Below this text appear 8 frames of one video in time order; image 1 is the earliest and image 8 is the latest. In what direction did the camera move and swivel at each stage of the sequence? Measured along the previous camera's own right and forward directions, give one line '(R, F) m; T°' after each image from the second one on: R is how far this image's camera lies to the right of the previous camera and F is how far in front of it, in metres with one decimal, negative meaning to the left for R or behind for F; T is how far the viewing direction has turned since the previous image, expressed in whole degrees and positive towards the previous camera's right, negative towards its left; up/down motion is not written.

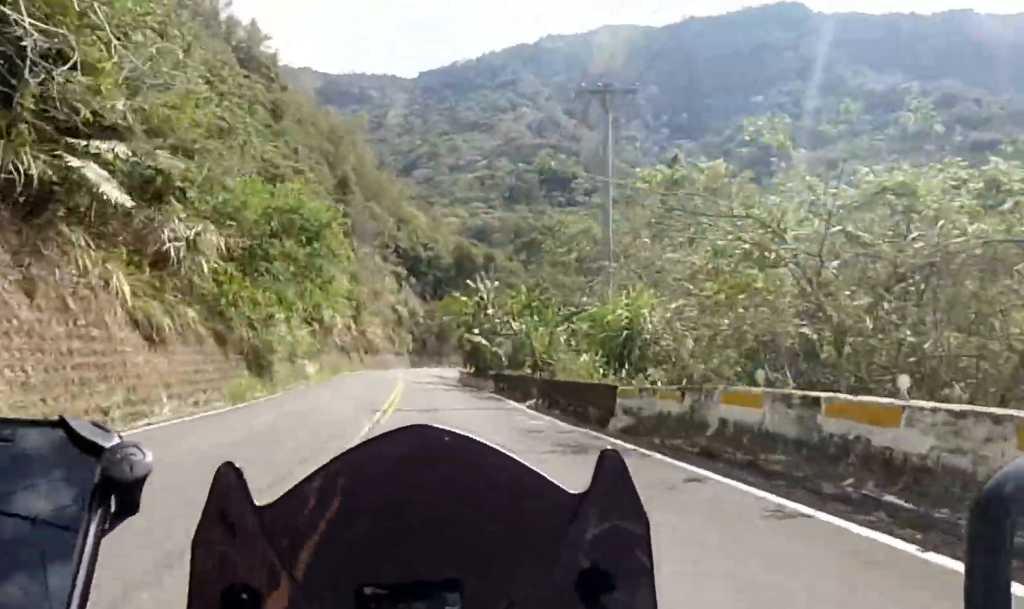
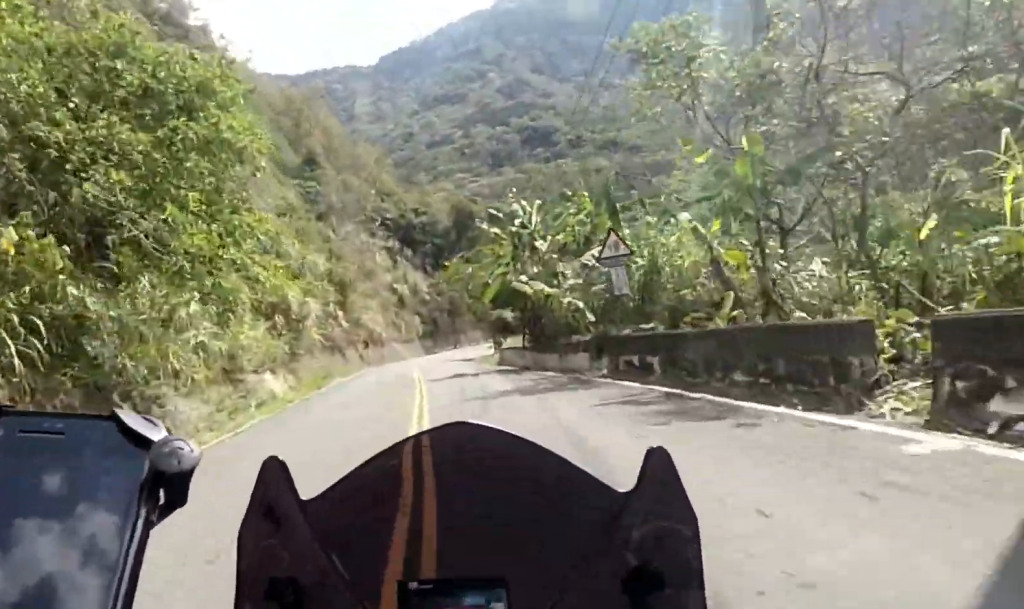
(-0.7, +13.4) m; -6°
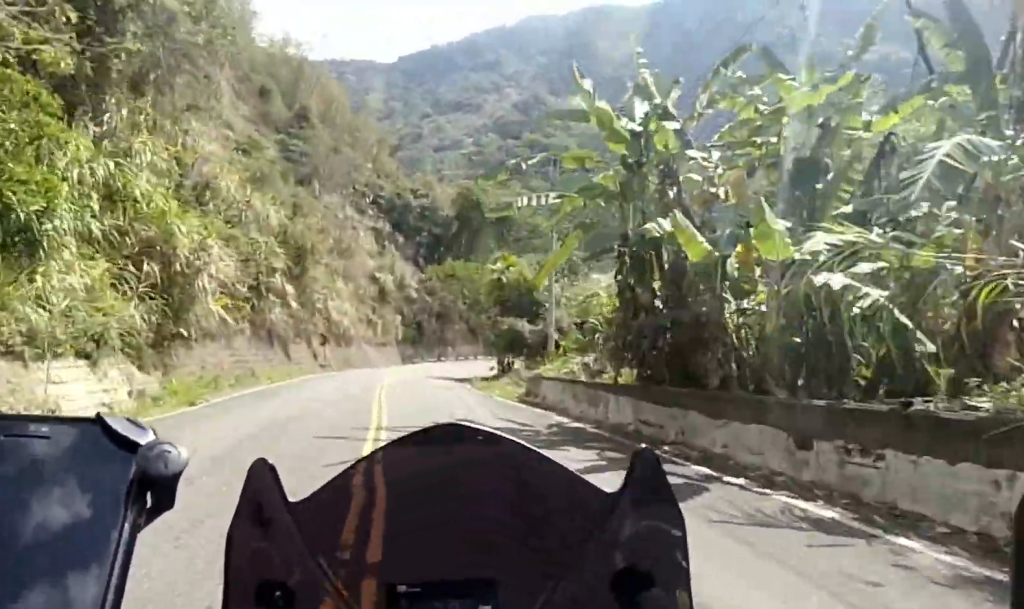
(-1.0, +12.8) m; -5°
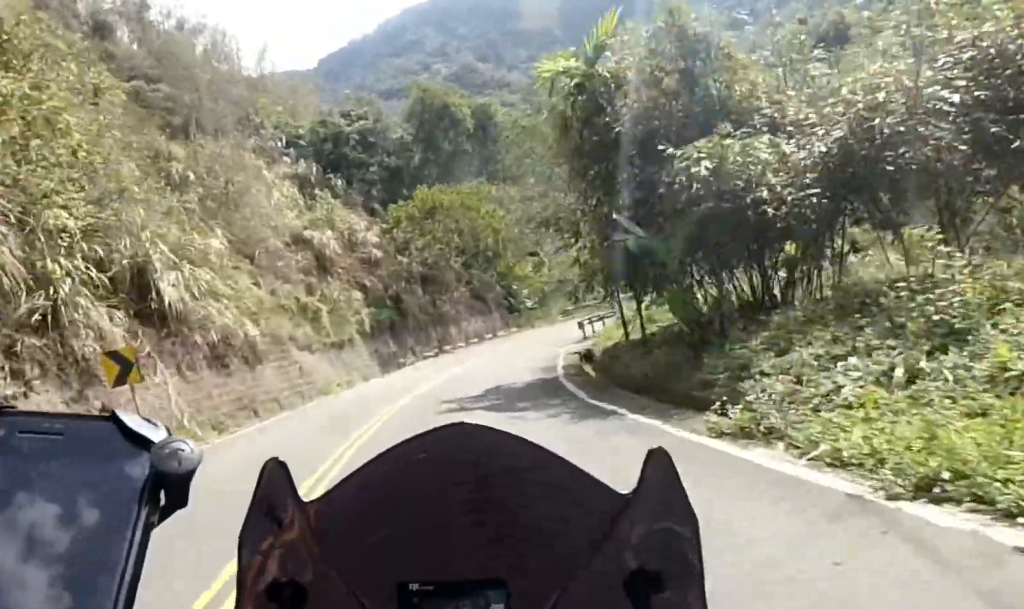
(-0.2, +23.2) m; 0°
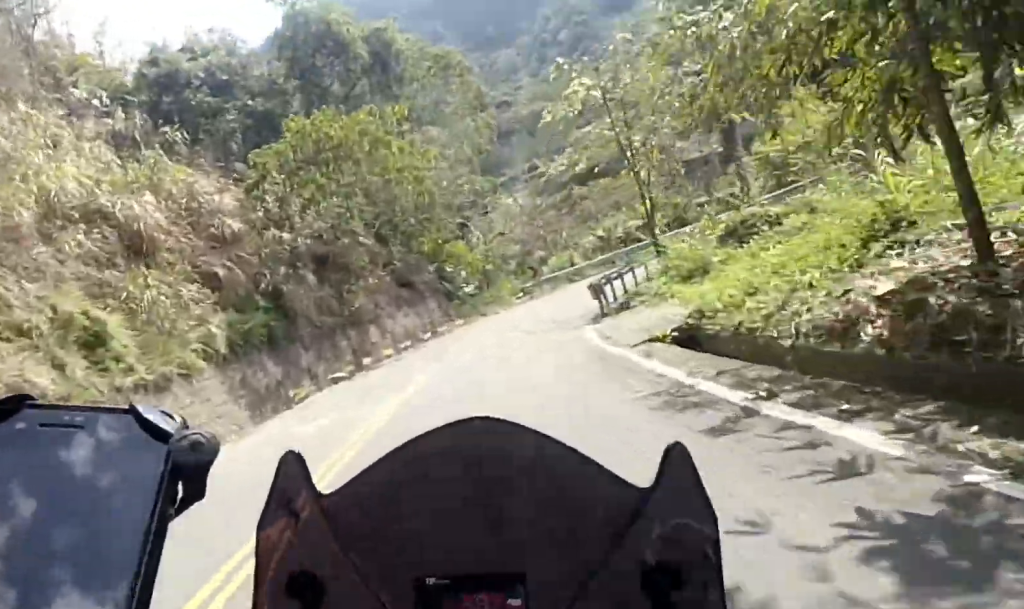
(0.0, +12.9) m; 0°
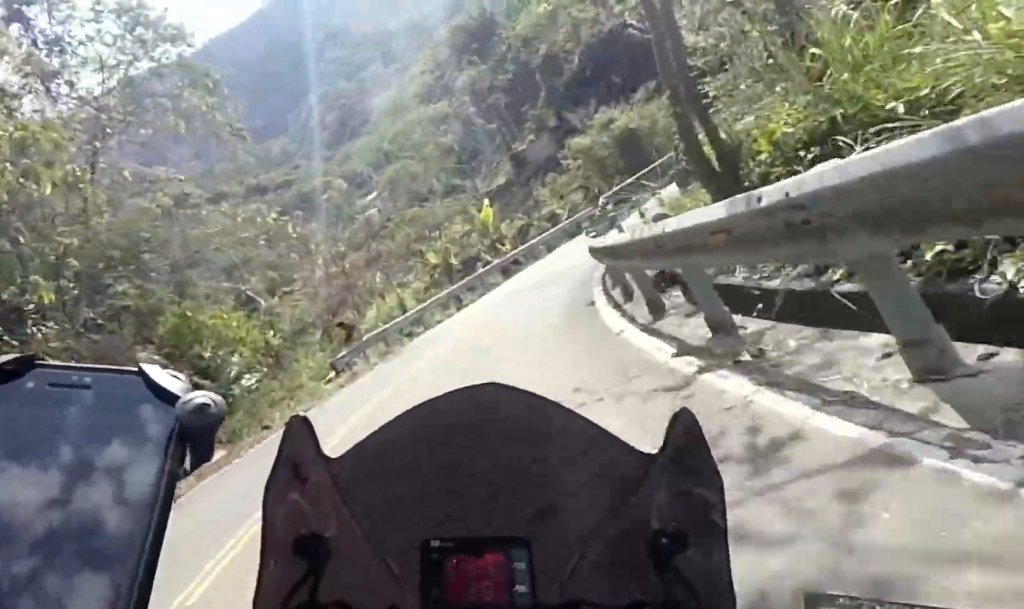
(0.0, +17.2) m; +11°
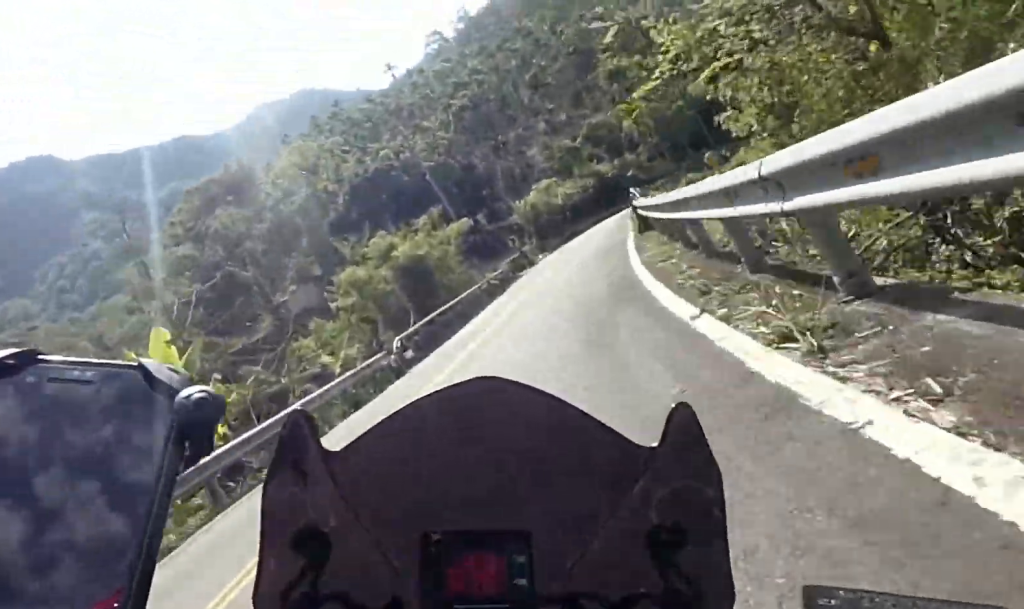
(+3.5, +14.7) m; +32°
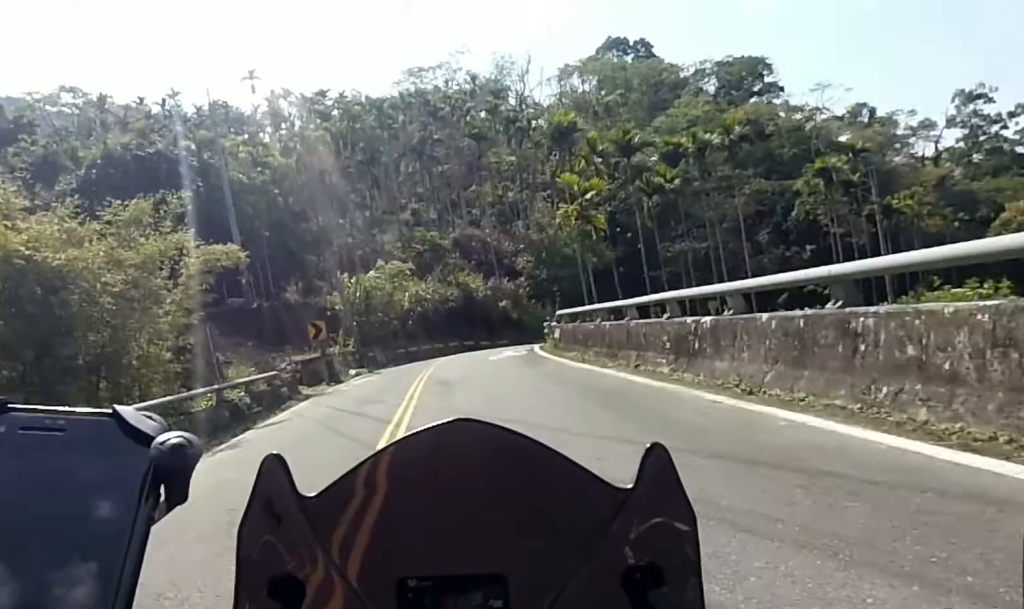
(+5.3, +18.0) m; +24°
